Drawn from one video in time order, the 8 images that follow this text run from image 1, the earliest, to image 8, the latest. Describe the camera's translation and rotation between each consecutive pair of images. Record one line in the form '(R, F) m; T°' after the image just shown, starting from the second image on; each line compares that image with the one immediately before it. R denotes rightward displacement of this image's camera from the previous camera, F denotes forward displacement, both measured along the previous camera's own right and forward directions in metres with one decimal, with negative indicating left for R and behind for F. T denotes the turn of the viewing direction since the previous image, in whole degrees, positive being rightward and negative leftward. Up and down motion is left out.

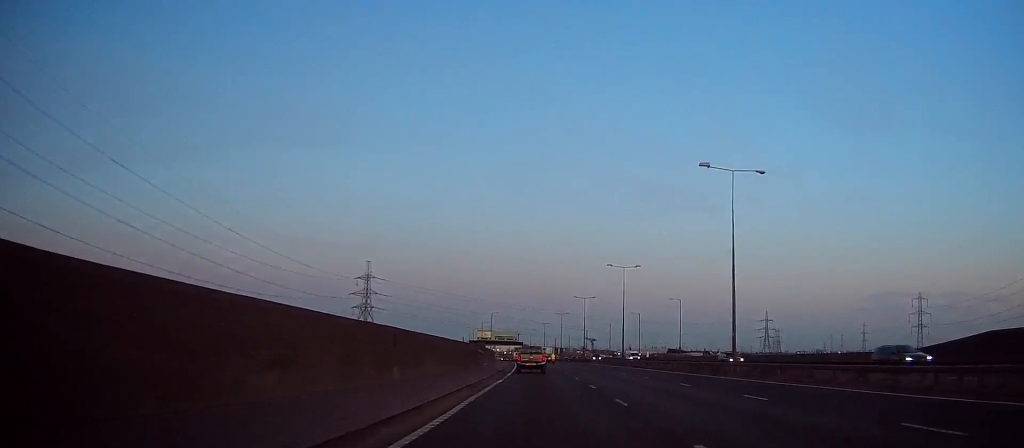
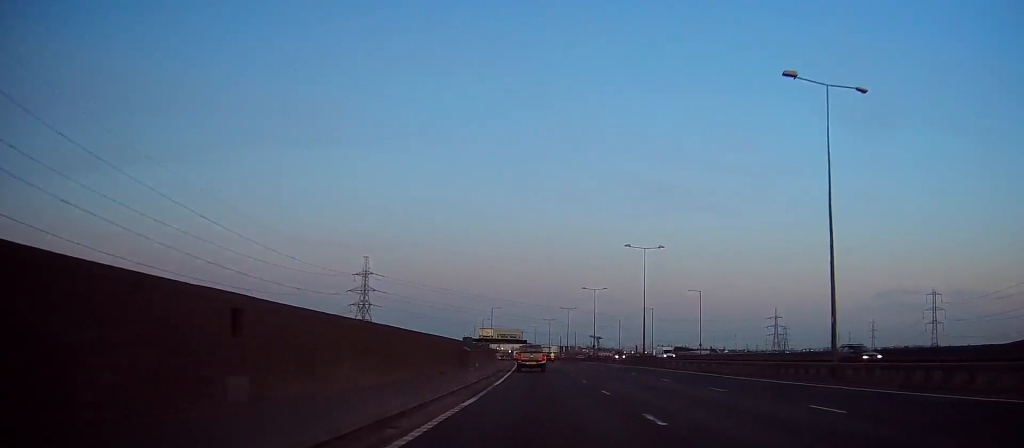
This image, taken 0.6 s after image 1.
(+0.2, +13.6) m; 0°
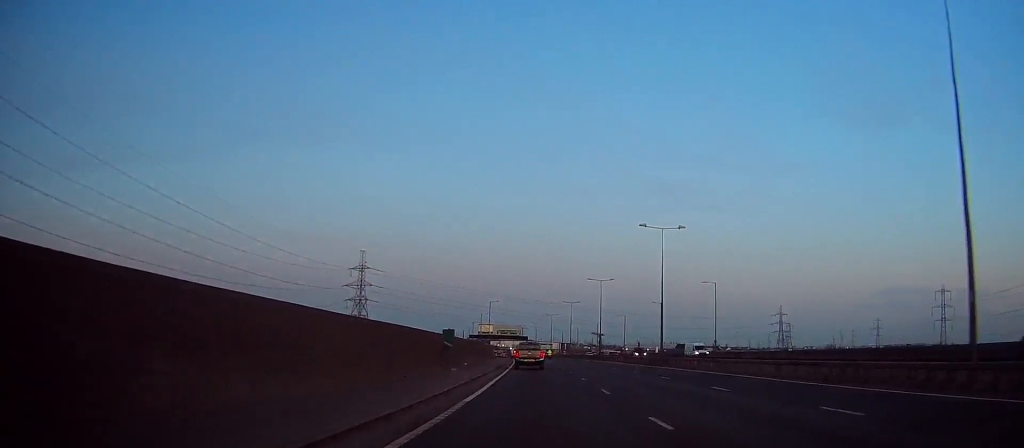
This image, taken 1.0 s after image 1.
(+0.2, +9.7) m; 0°
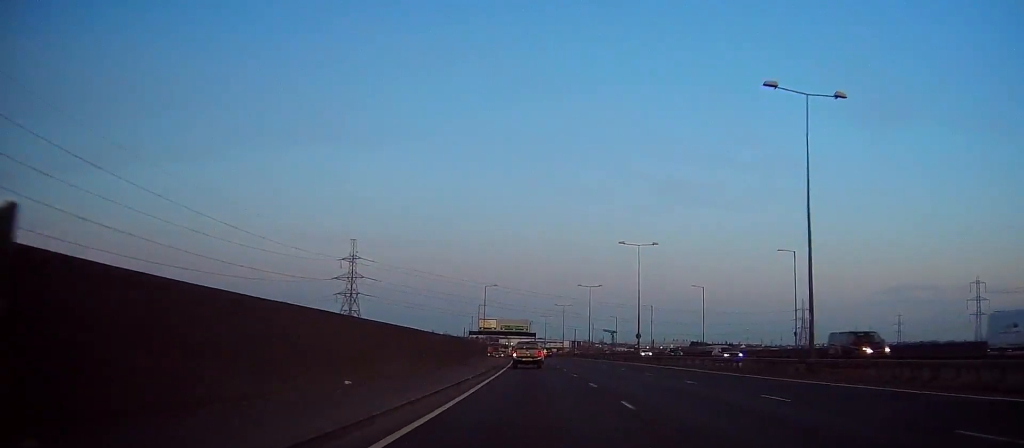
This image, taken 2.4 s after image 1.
(-0.6, +32.6) m; -1°
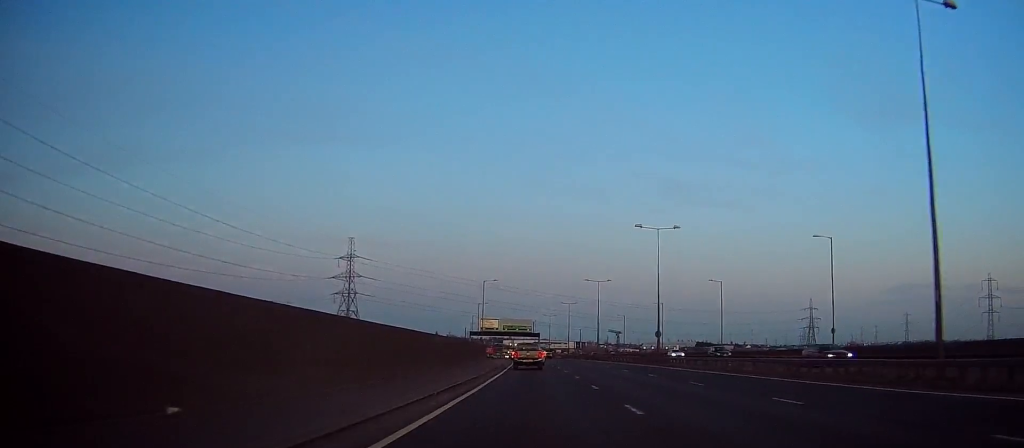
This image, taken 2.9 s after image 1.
(0.0, +9.8) m; 0°
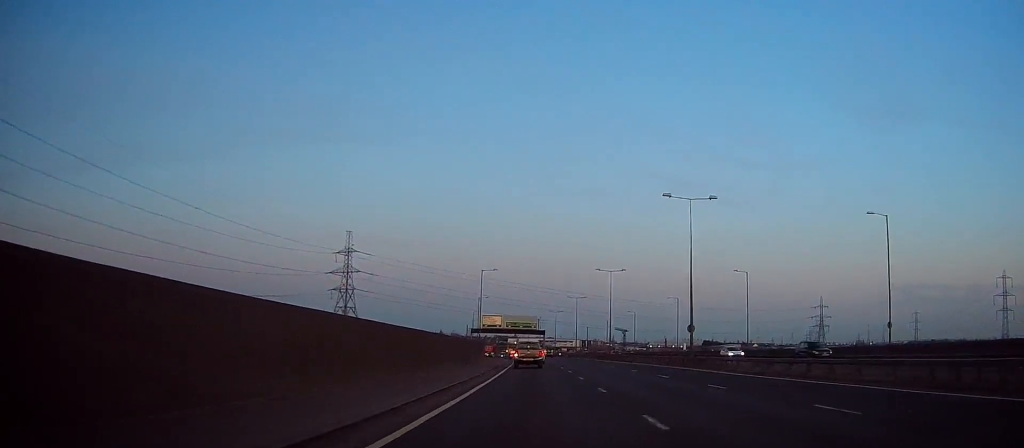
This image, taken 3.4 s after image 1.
(-0.1, +11.6) m; 0°
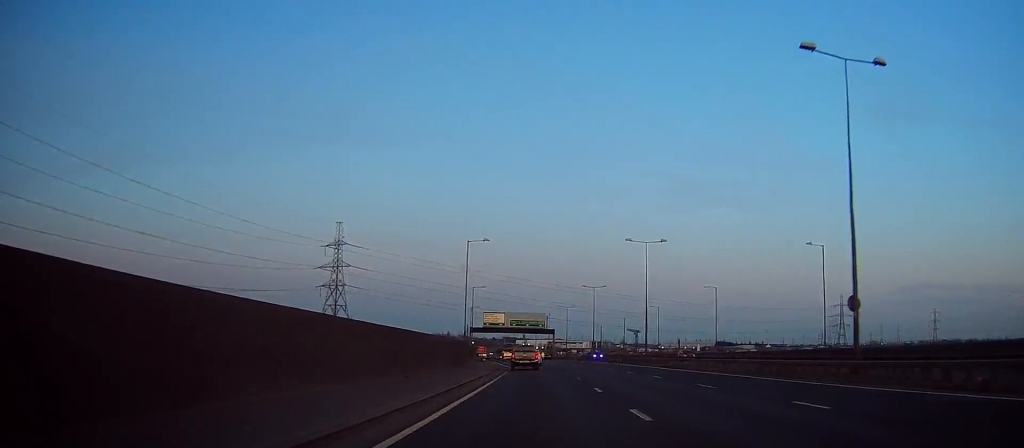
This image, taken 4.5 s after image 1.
(-0.1, +25.6) m; 0°
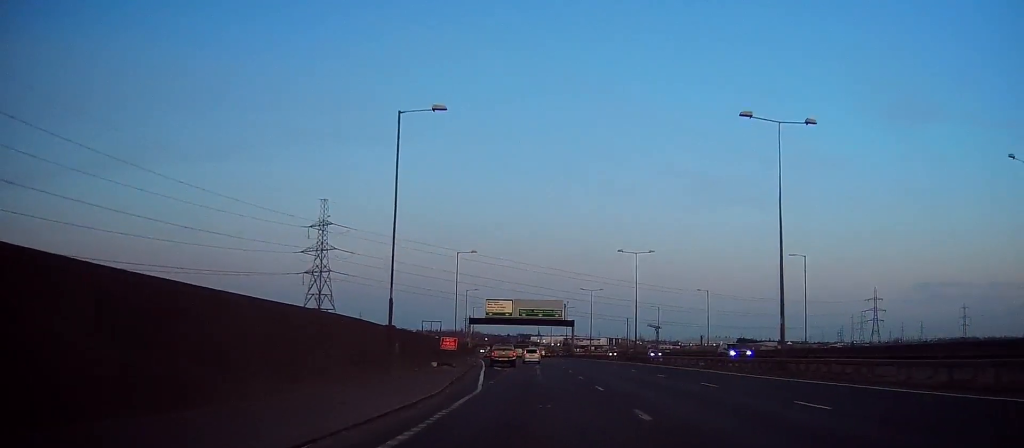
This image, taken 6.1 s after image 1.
(-0.3, +35.8) m; -3°
